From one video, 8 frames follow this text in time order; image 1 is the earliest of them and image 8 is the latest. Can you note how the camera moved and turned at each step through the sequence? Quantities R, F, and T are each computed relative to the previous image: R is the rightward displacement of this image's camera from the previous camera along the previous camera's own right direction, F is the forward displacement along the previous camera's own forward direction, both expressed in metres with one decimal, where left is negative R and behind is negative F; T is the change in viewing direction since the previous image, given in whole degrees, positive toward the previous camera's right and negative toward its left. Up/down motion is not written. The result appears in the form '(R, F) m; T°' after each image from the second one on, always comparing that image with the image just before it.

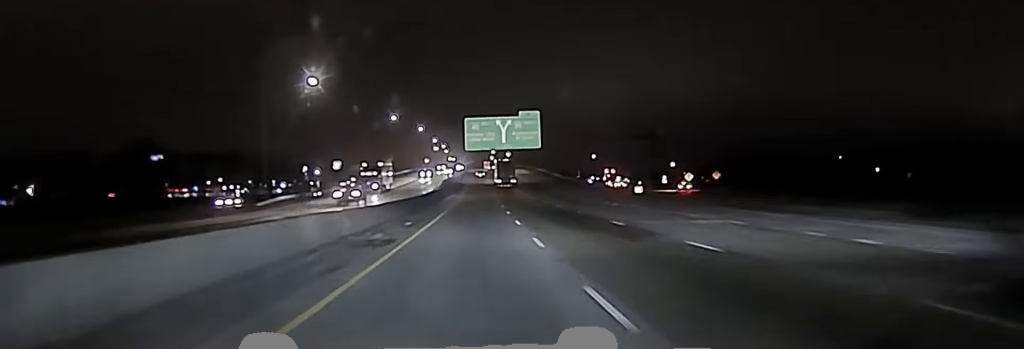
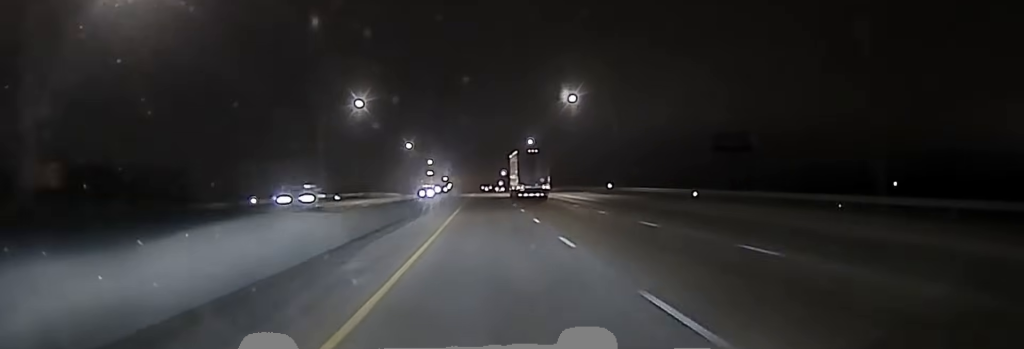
(+0.3, +138.0) m; 0°
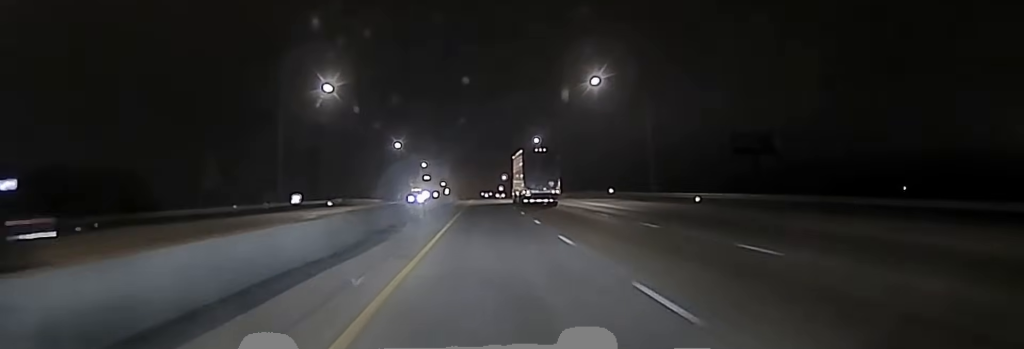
(0.0, +23.8) m; 0°
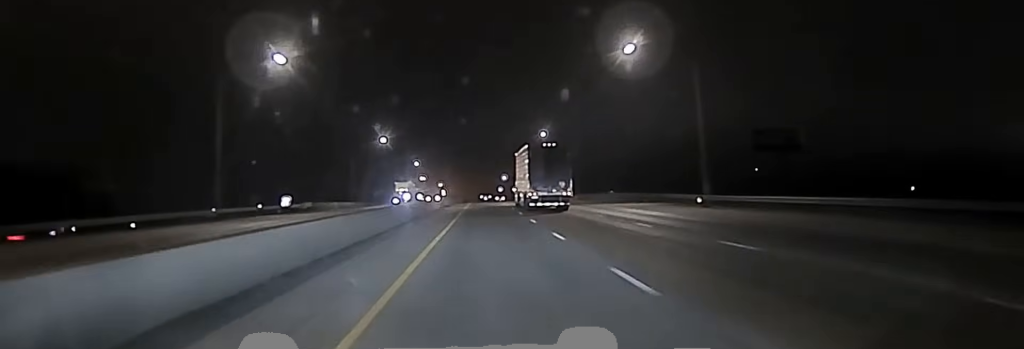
(0.0, +22.2) m; 0°
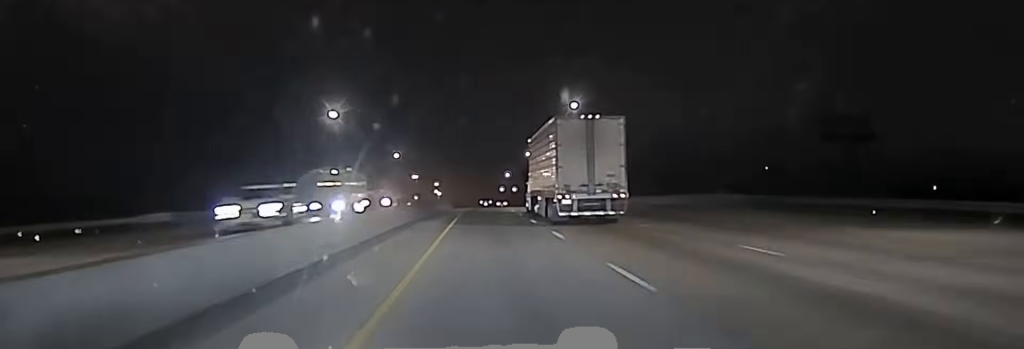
(0.0, +48.5) m; +1°
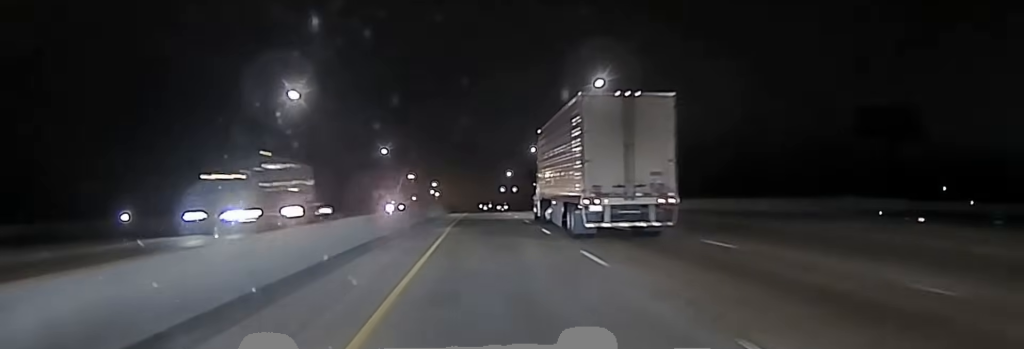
(0.0, +23.0) m; 0°
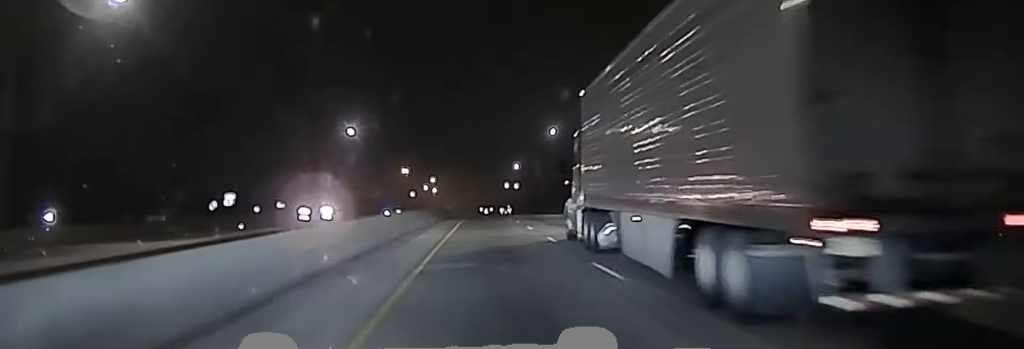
(+0.5, +37.9) m; 0°
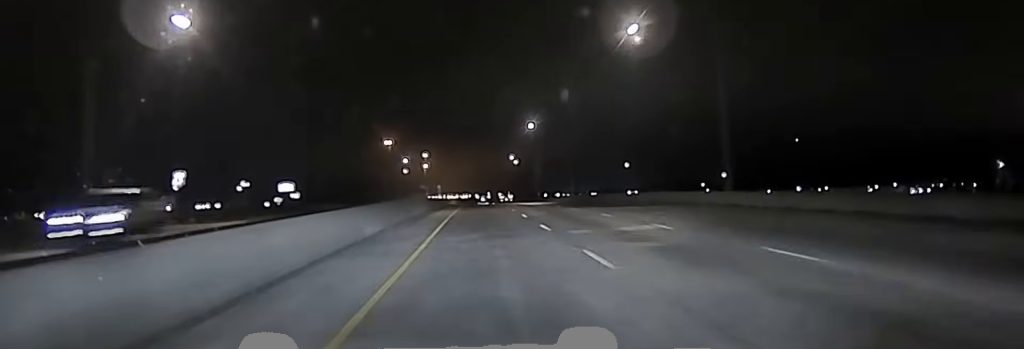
(-0.9, +60.8) m; 0°
